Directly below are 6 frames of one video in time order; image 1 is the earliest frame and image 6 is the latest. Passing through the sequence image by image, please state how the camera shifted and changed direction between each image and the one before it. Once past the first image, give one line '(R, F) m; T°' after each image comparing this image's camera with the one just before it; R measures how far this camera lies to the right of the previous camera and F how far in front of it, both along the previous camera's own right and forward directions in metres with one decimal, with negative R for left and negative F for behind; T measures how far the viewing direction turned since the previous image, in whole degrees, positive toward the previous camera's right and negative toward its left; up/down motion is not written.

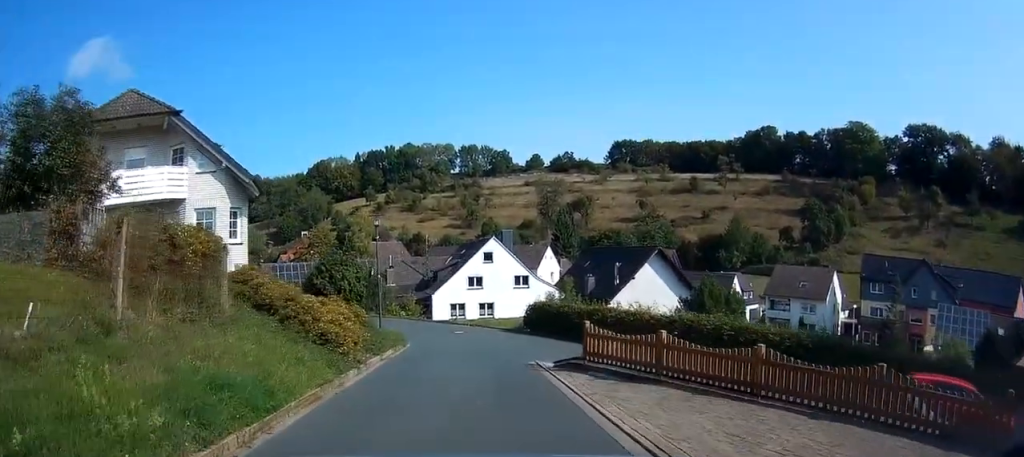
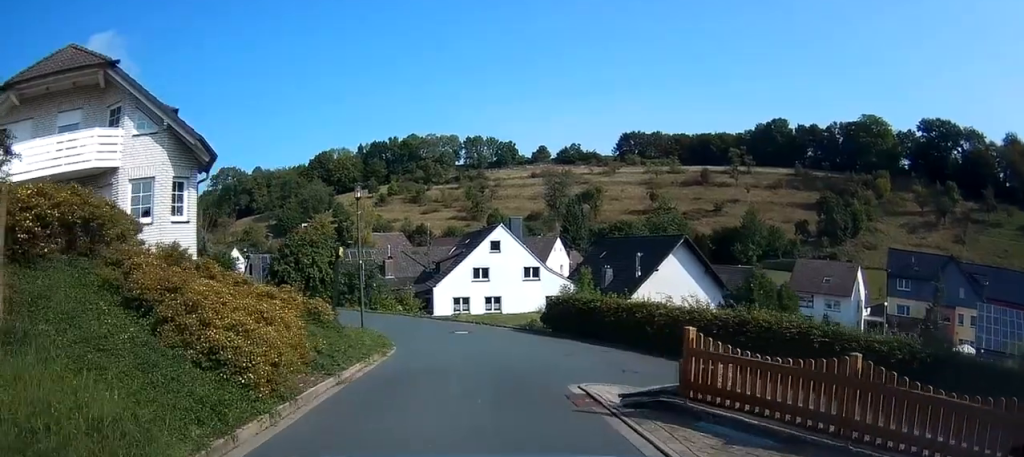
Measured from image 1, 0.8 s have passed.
(-0.1, +5.8) m; 0°
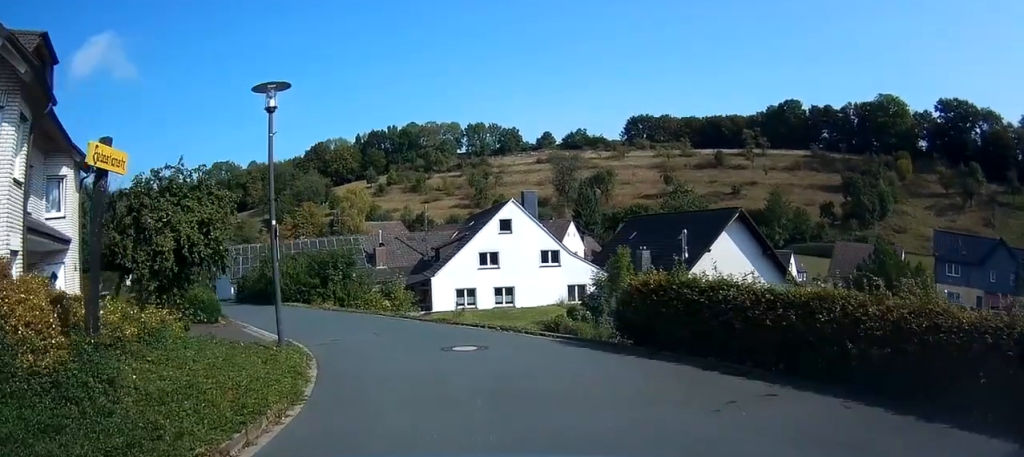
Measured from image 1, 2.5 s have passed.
(+0.4, +10.9) m; +5°
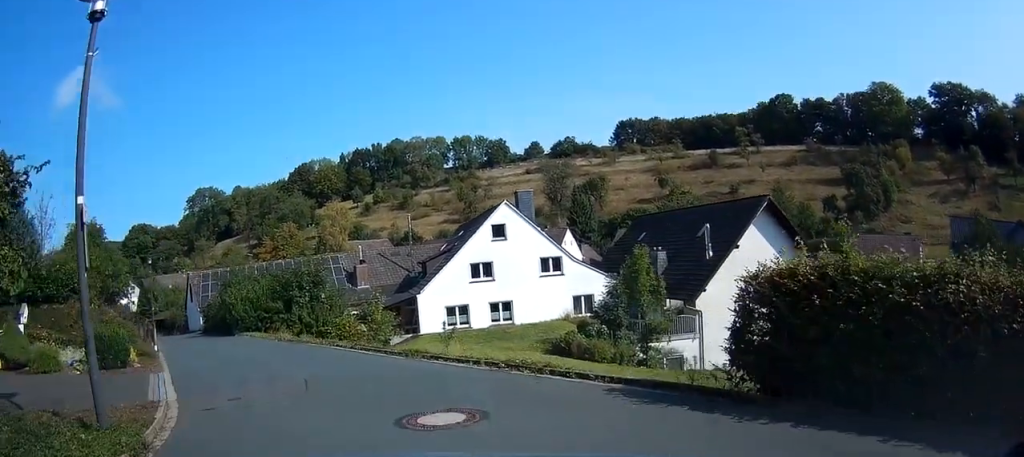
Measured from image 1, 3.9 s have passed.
(-0.3, +6.2) m; -7°
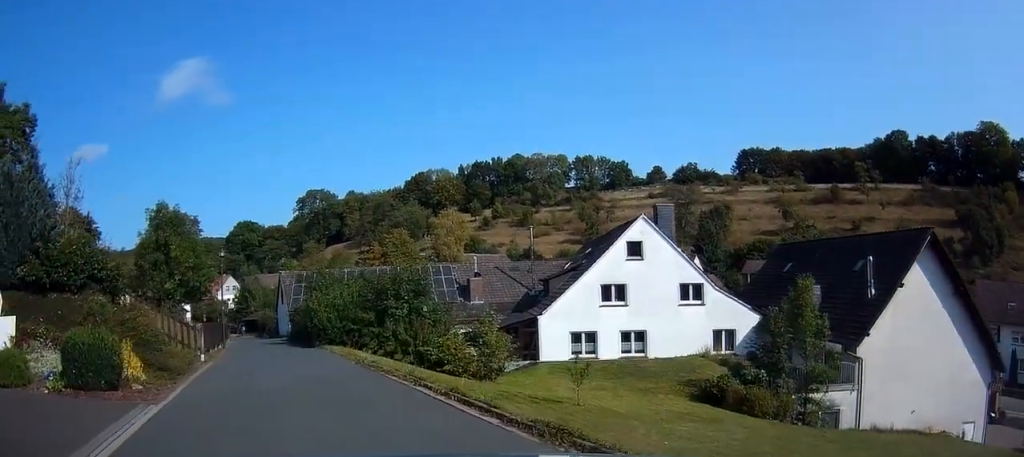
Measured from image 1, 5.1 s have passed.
(-0.2, +4.5) m; -9°
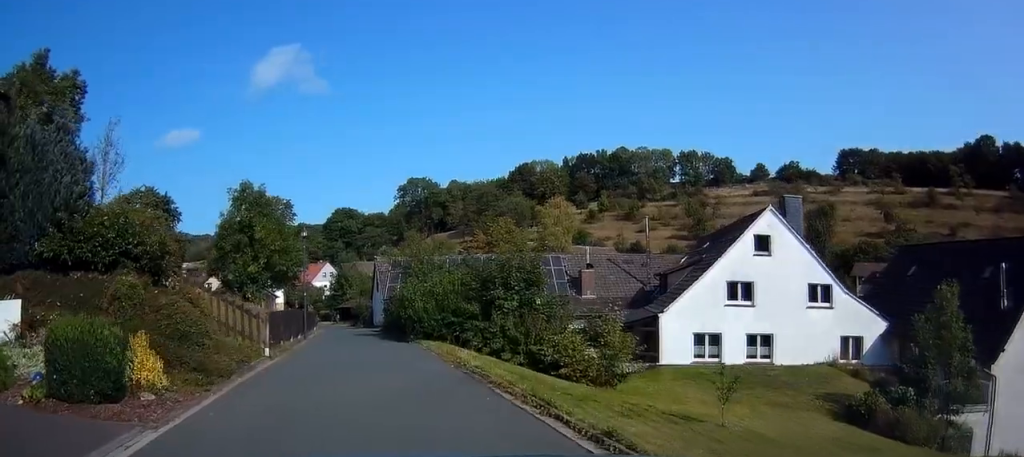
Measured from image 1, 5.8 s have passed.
(-0.2, +2.8) m; -6°
